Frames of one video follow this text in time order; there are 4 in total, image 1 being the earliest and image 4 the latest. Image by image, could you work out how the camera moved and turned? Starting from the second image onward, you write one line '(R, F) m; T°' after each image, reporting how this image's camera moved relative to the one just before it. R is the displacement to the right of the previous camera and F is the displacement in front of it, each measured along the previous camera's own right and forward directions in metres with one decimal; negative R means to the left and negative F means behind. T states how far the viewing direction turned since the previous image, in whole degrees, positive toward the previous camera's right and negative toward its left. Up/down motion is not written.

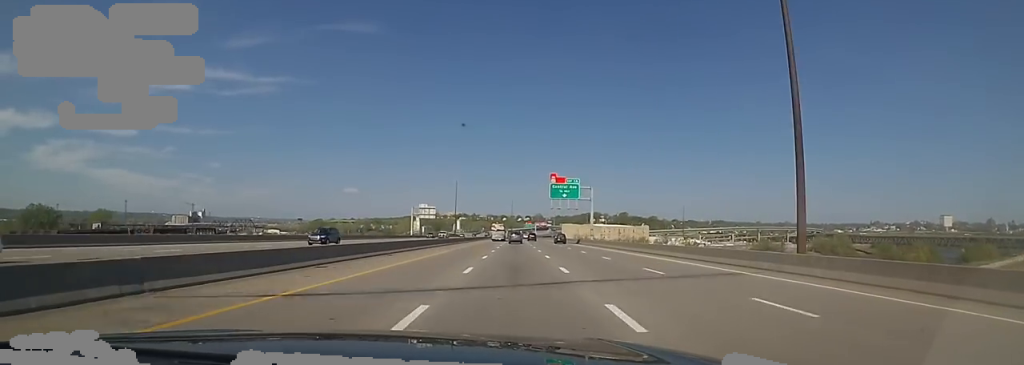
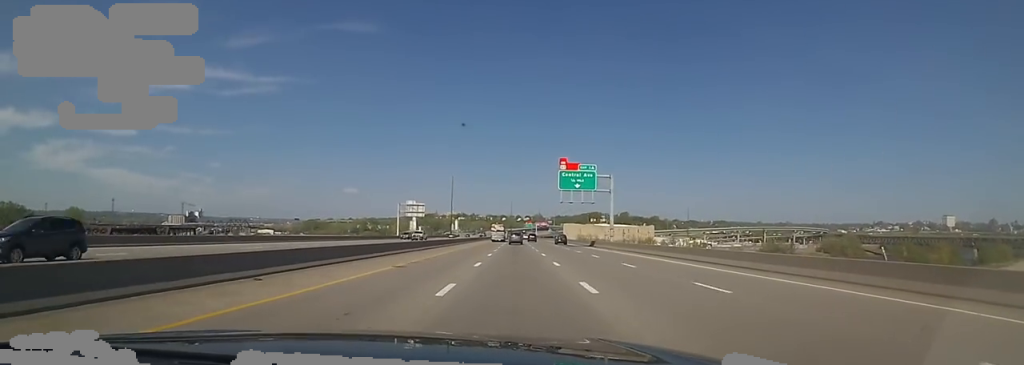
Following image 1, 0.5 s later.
(0.0, +15.6) m; 0°
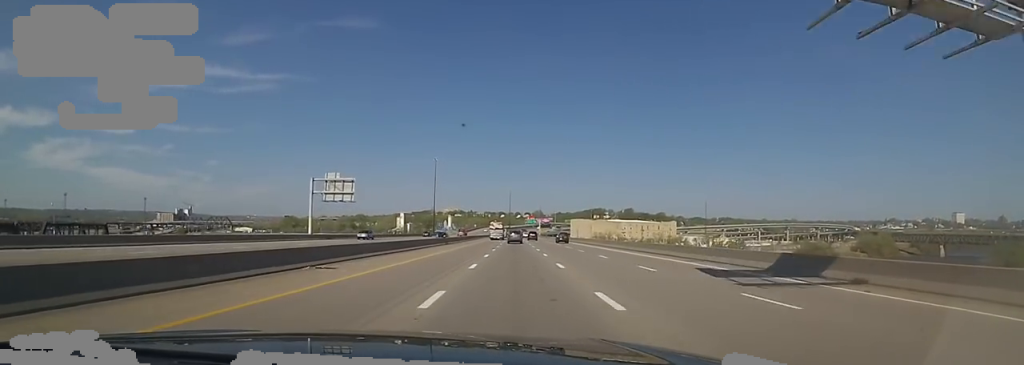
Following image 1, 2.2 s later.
(0.0, +52.1) m; 0°
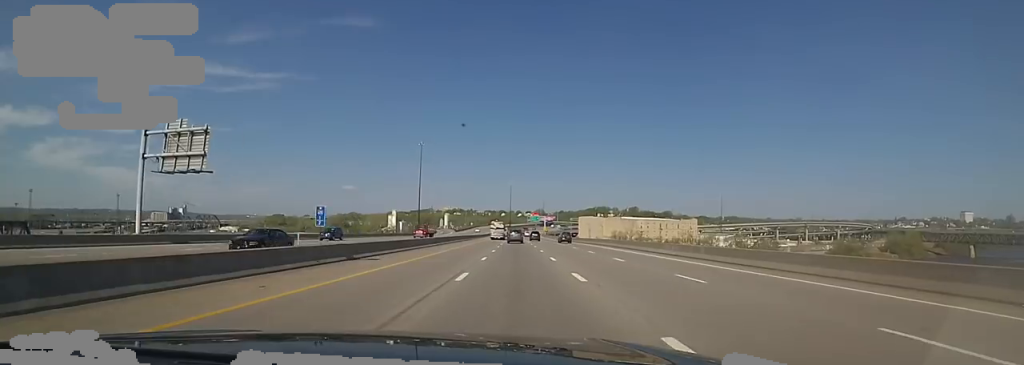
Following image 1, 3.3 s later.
(0.0, +34.7) m; 0°
